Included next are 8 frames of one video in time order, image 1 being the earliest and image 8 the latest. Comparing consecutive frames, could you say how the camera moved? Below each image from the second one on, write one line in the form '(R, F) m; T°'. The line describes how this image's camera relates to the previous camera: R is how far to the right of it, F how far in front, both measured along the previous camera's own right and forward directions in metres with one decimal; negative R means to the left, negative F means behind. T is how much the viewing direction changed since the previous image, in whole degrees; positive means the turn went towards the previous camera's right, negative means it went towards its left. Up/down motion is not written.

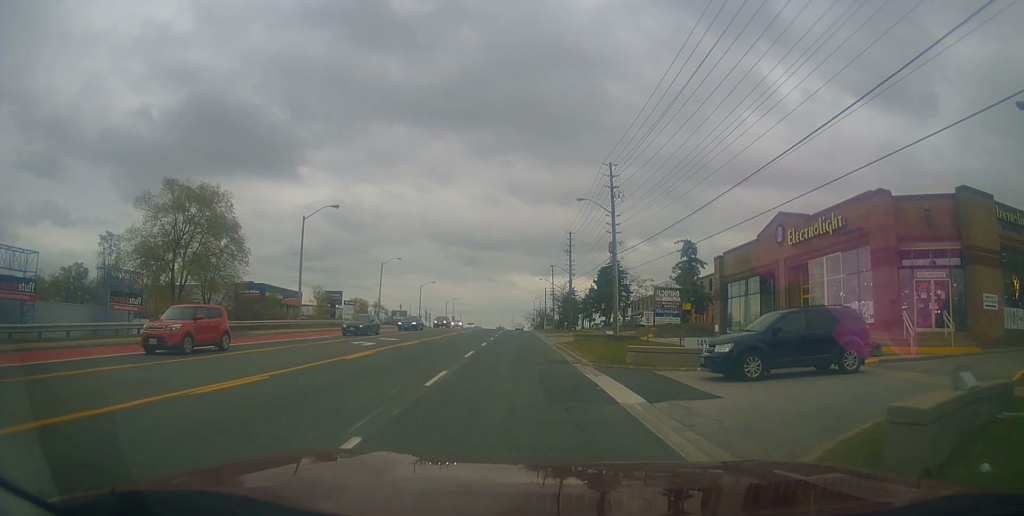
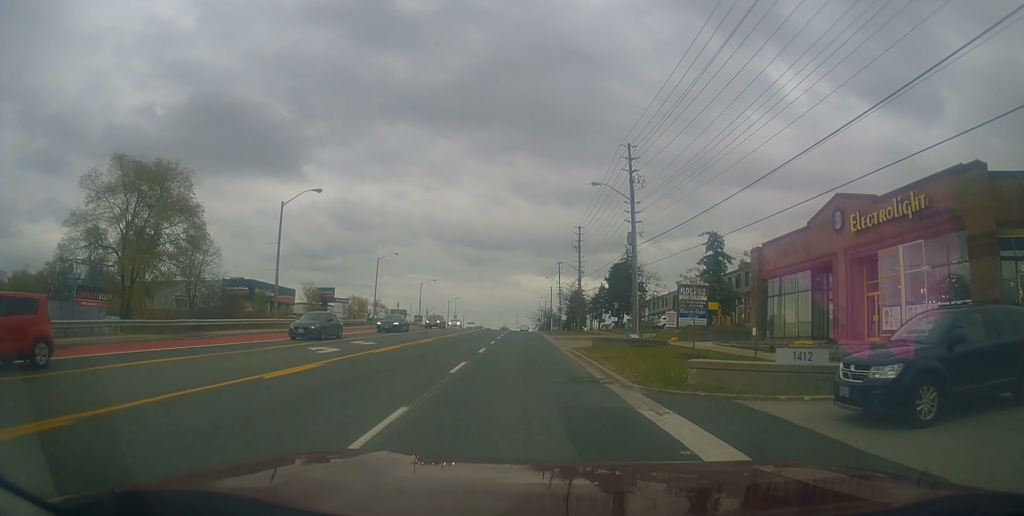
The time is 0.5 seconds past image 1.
(-0.1, +6.3) m; -1°
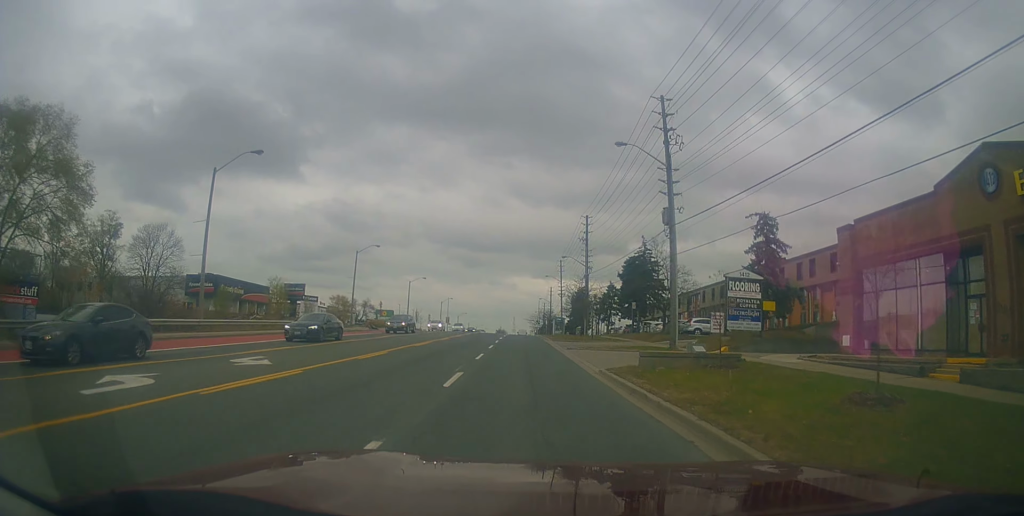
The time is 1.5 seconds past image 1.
(-0.4, +11.3) m; -1°
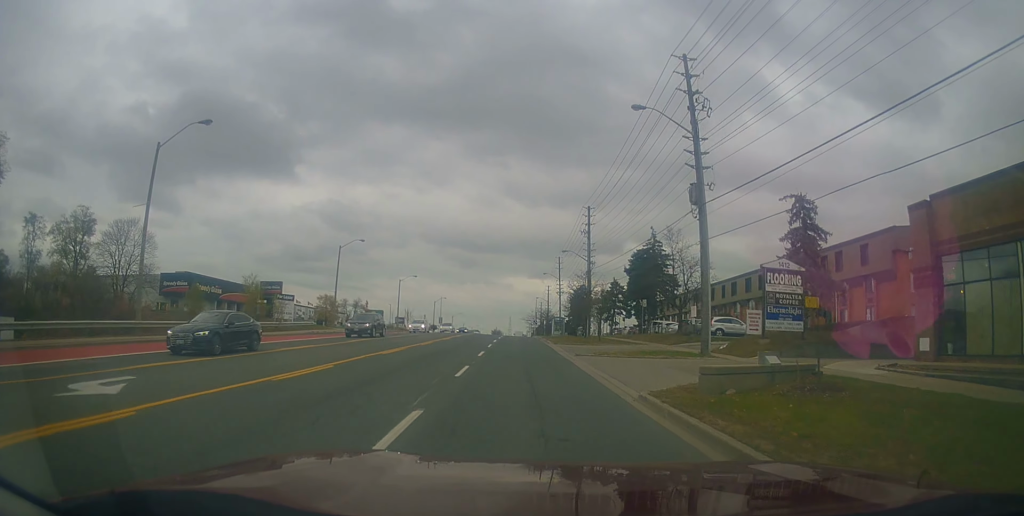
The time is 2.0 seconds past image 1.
(+0.3, +6.3) m; +1°
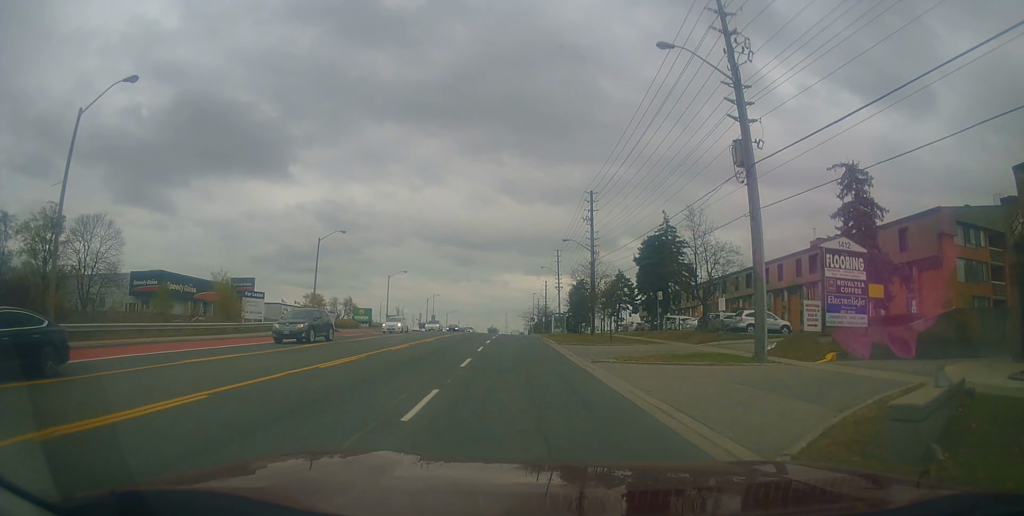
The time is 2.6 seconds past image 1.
(0.0, +6.6) m; 0°
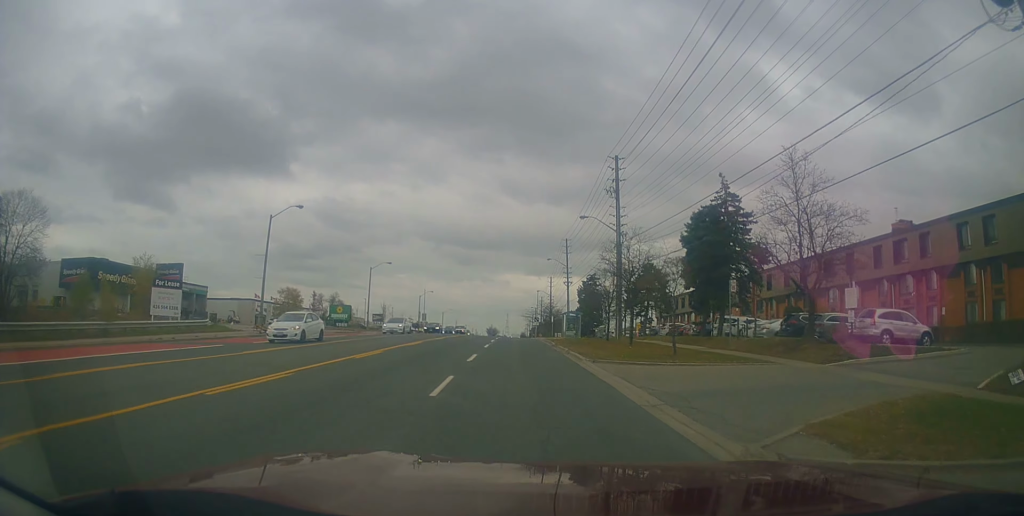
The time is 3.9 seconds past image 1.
(-0.1, +14.6) m; 0°
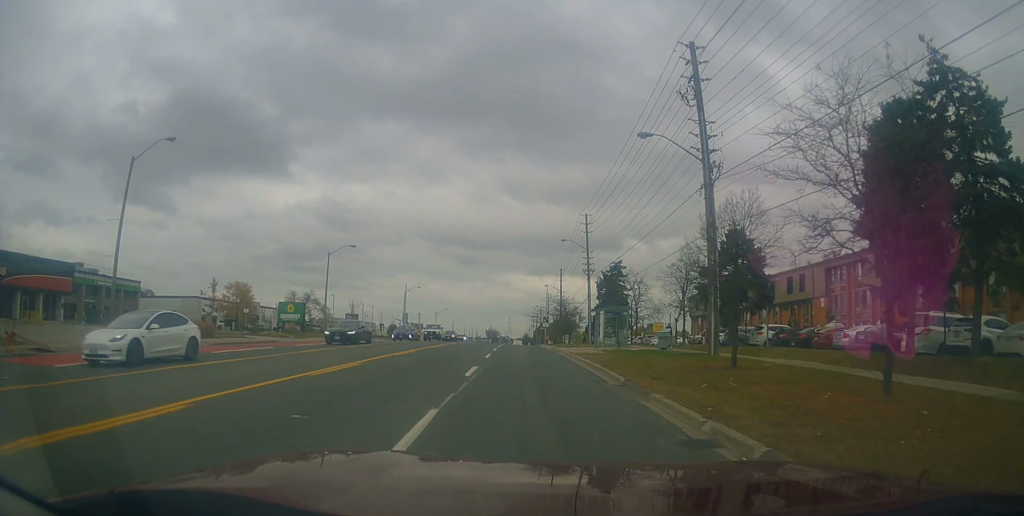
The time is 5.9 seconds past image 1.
(+0.1, +22.5) m; 0°
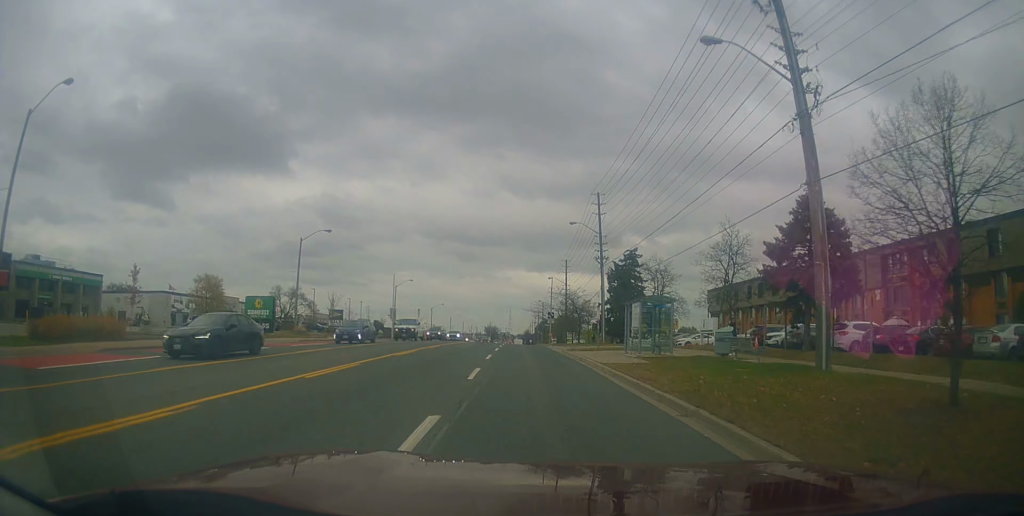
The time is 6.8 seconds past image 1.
(-0.1, +9.9) m; 0°
